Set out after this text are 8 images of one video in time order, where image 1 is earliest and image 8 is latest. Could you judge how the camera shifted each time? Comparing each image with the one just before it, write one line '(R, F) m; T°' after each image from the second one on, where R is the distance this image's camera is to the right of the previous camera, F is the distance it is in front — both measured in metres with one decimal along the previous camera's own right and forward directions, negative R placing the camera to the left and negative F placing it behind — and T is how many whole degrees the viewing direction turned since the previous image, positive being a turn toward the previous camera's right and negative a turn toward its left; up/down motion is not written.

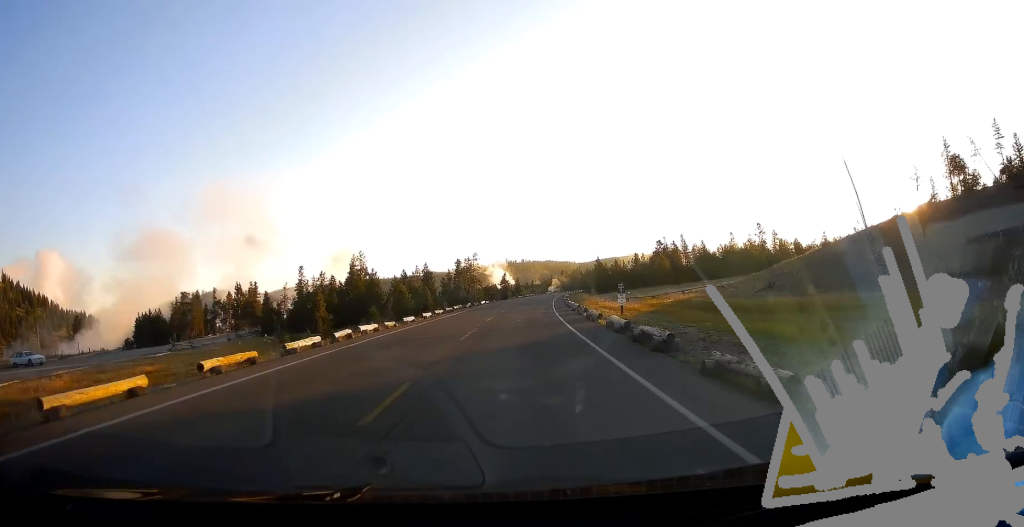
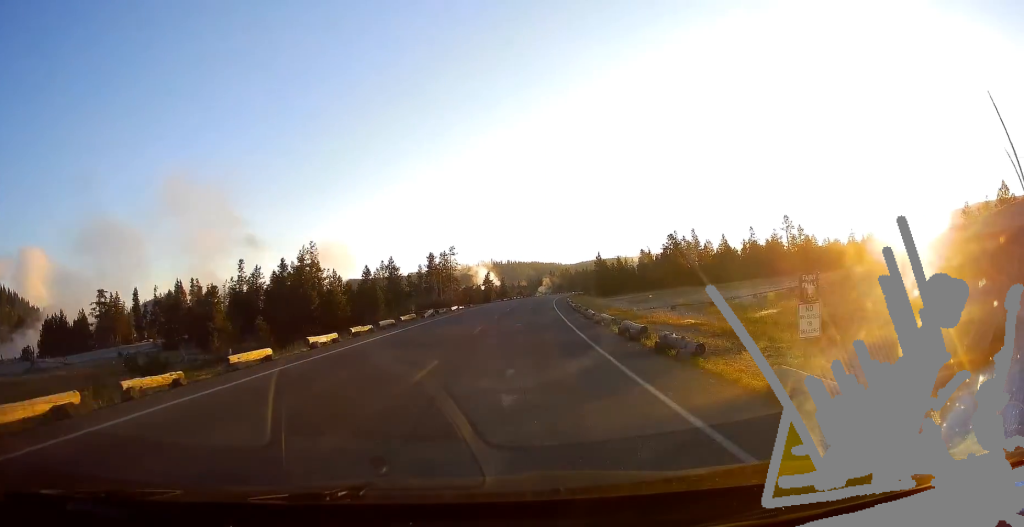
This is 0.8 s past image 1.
(+0.7, +21.0) m; +2°
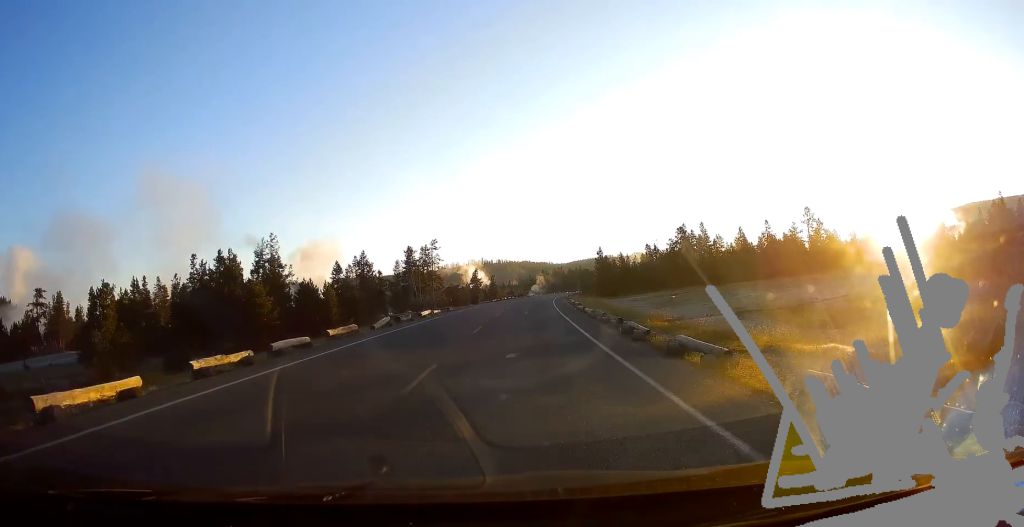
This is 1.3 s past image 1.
(+0.2, +12.6) m; +1°
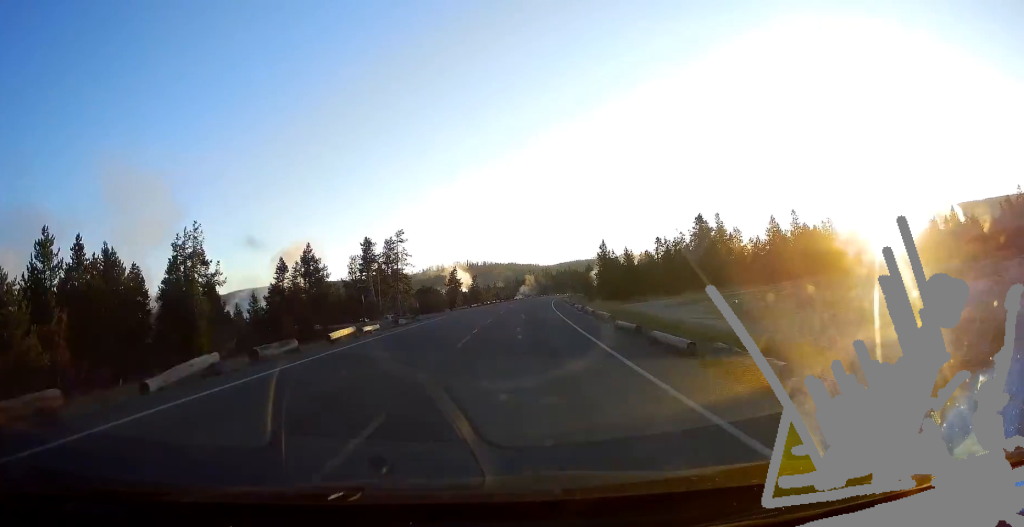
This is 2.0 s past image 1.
(+0.1, +17.6) m; +1°
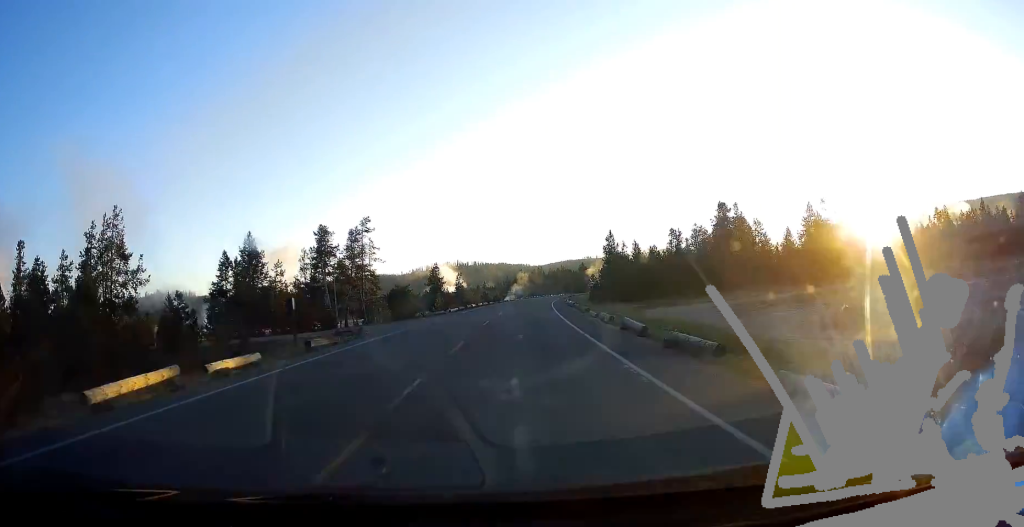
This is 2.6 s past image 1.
(+0.2, +14.1) m; +1°
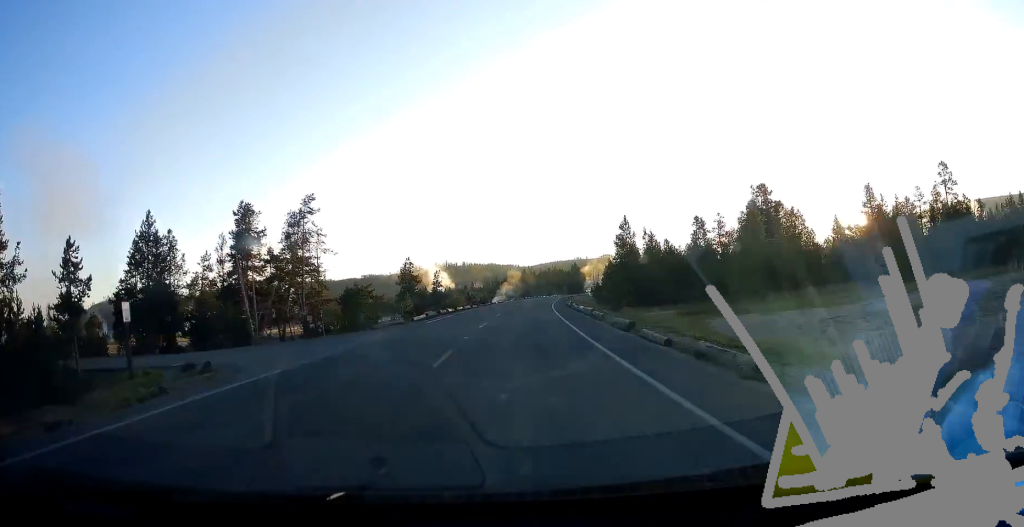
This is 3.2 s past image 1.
(0.0, +14.1) m; +1°
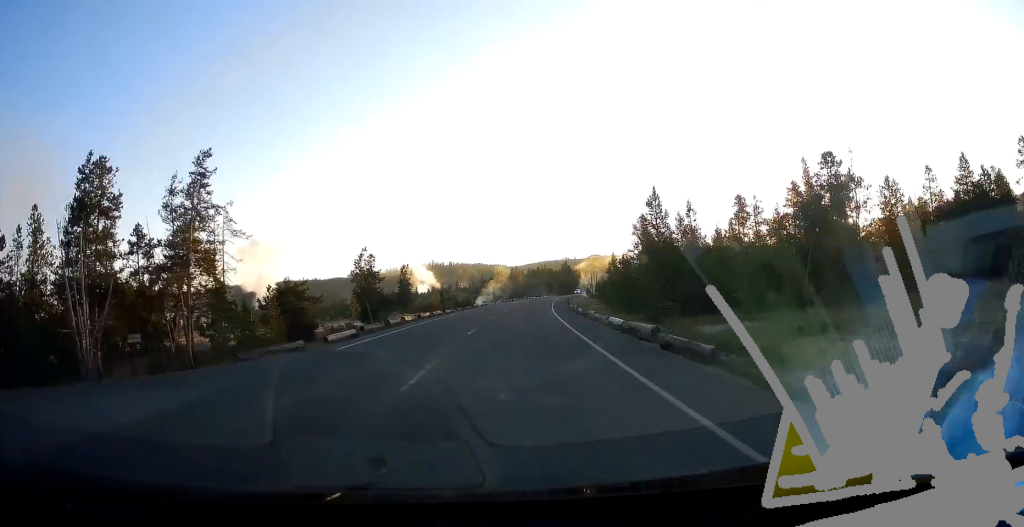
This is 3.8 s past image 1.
(+0.4, +15.6) m; +1°
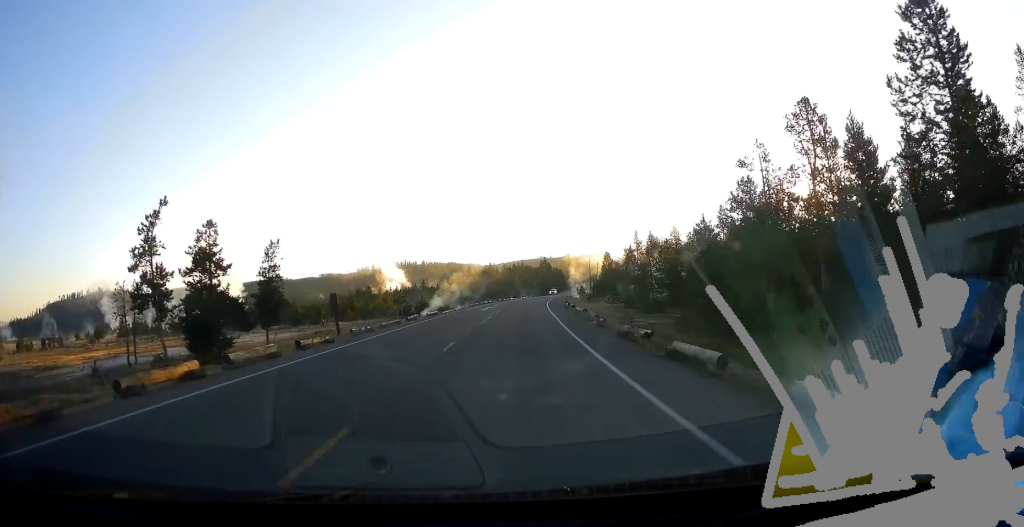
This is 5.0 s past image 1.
(0.0, +30.1) m; +2°
